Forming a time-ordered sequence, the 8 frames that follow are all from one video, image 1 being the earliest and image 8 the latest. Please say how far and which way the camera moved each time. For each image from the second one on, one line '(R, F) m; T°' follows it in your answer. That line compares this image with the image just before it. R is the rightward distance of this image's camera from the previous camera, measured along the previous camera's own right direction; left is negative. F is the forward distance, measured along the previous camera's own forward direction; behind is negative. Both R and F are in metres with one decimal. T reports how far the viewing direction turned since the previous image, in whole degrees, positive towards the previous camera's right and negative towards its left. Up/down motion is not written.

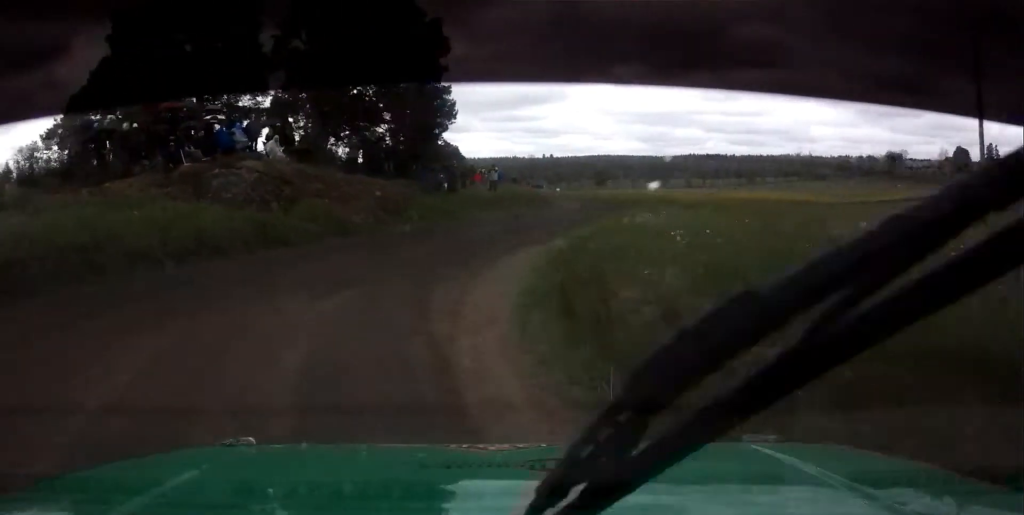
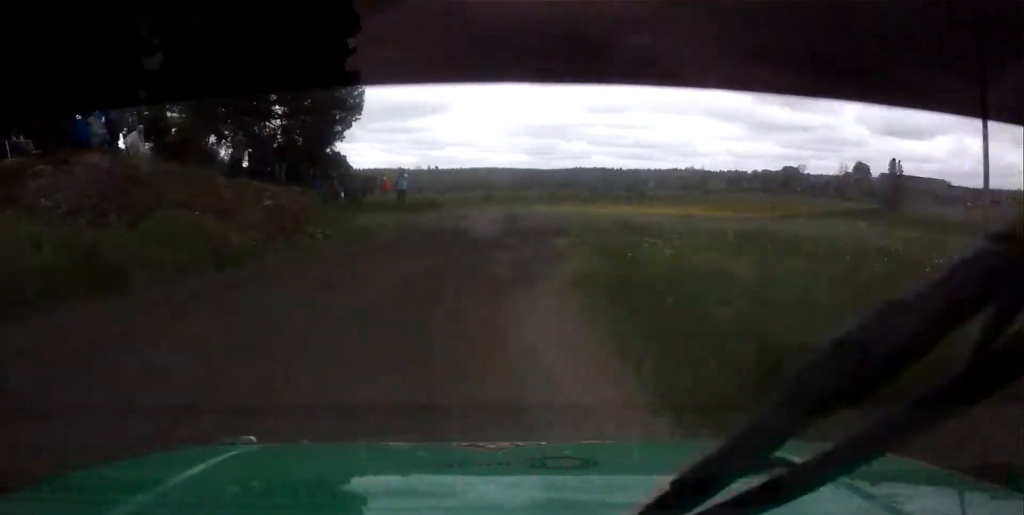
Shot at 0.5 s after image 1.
(+2.0, +6.8) m; +11°
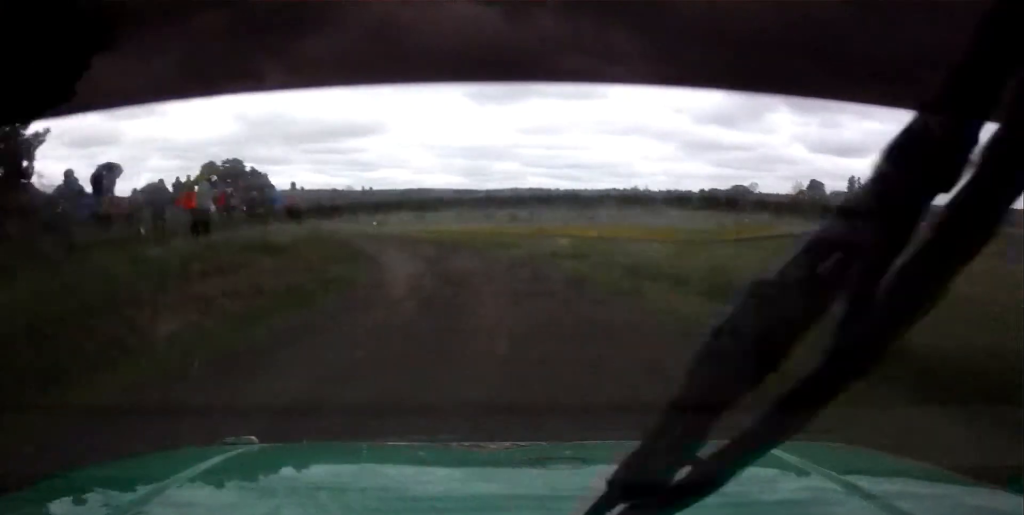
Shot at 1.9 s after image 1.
(+3.6, +20.9) m; +10°
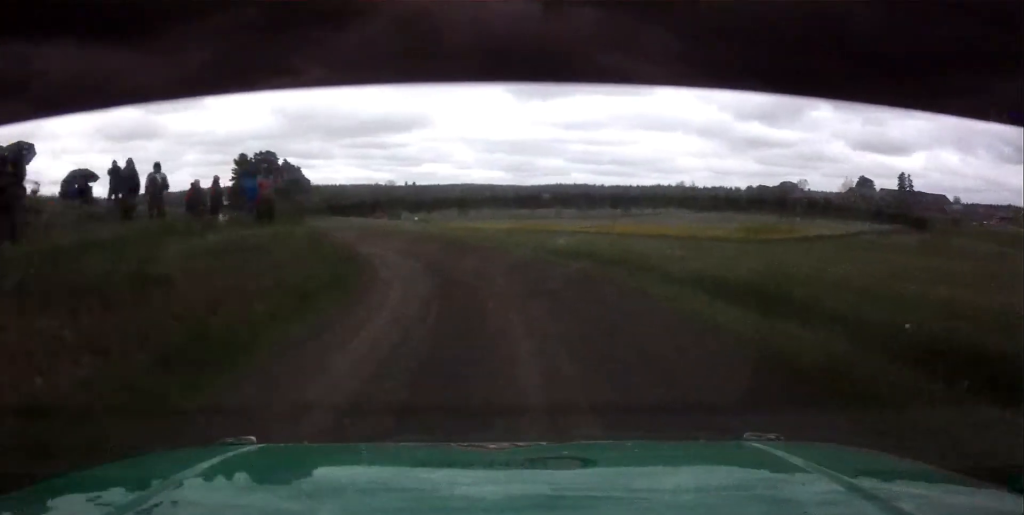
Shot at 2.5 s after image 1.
(0.0, +9.8) m; -4°
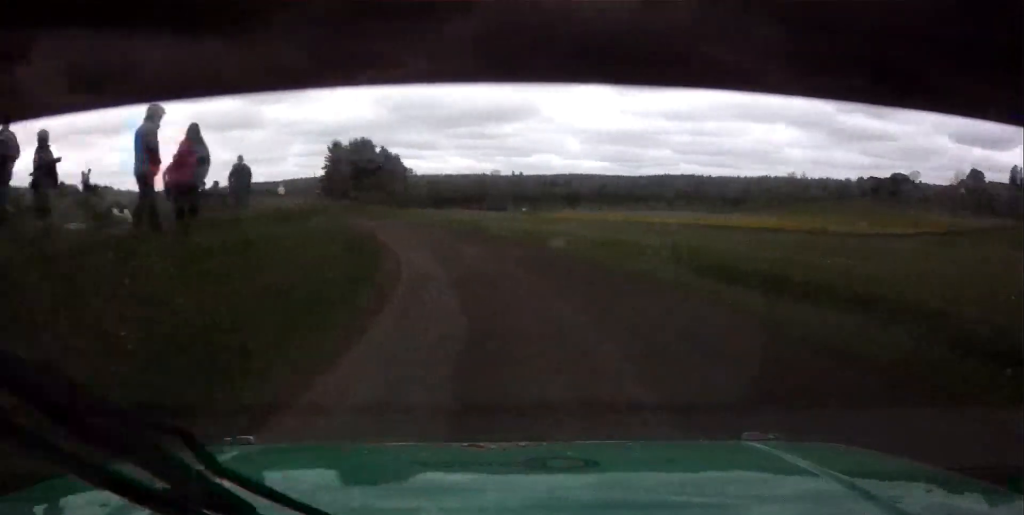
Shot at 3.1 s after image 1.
(+0.4, +11.4) m; -5°
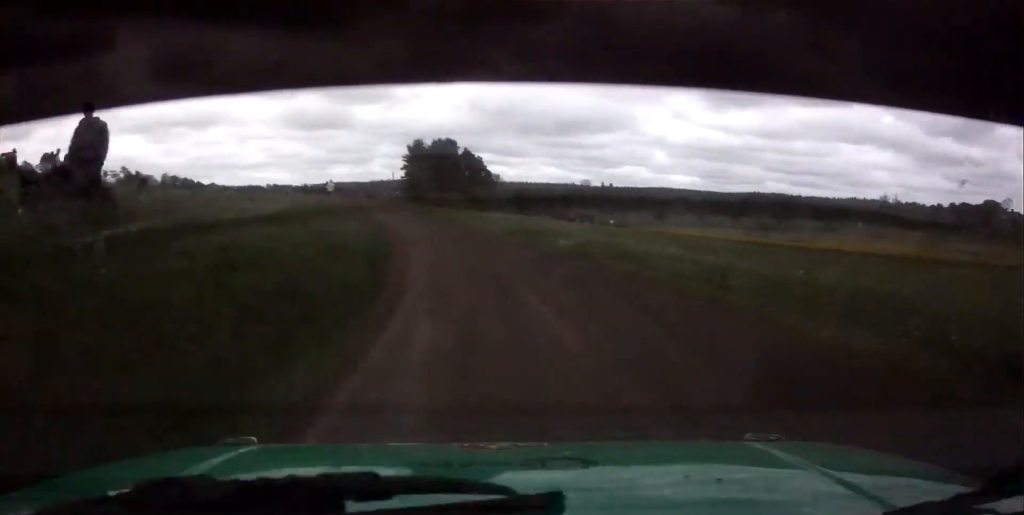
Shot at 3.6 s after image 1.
(-1.3, +11.5) m; -5°
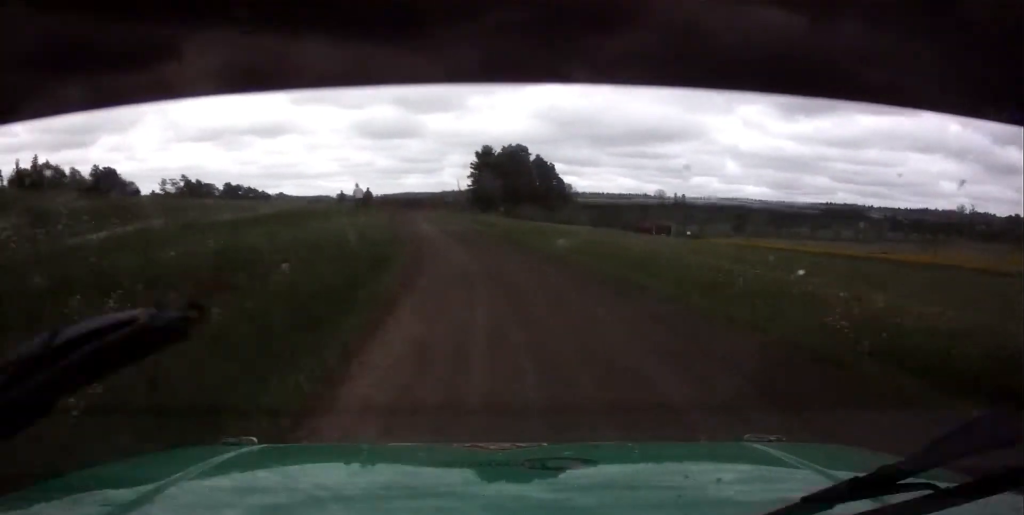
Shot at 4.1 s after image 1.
(-0.4, +11.0) m; -4°
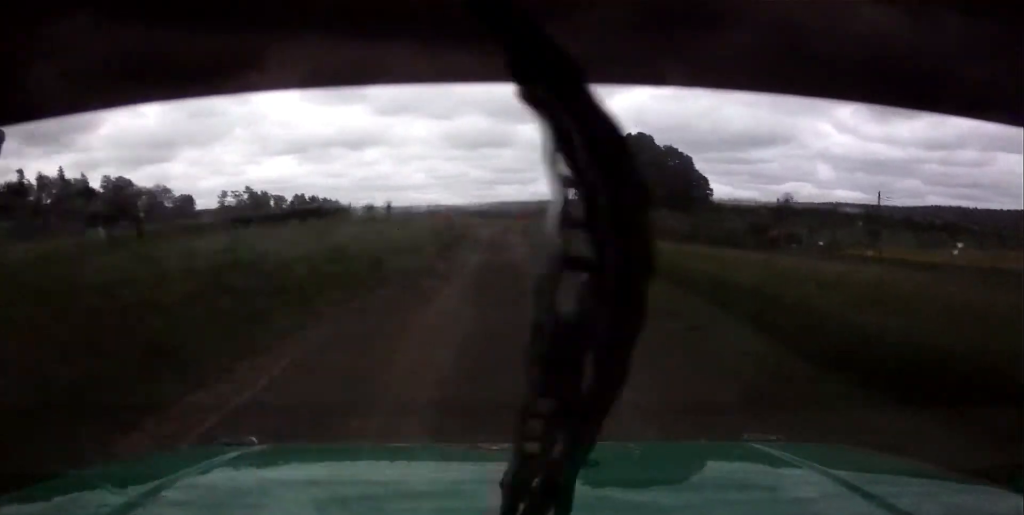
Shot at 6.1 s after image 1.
(-4.4, +52.2) m; -7°
